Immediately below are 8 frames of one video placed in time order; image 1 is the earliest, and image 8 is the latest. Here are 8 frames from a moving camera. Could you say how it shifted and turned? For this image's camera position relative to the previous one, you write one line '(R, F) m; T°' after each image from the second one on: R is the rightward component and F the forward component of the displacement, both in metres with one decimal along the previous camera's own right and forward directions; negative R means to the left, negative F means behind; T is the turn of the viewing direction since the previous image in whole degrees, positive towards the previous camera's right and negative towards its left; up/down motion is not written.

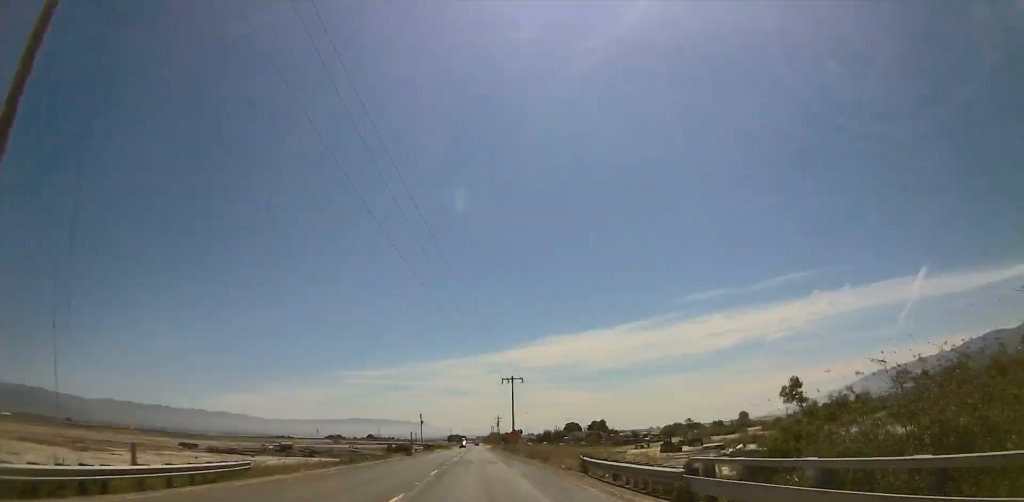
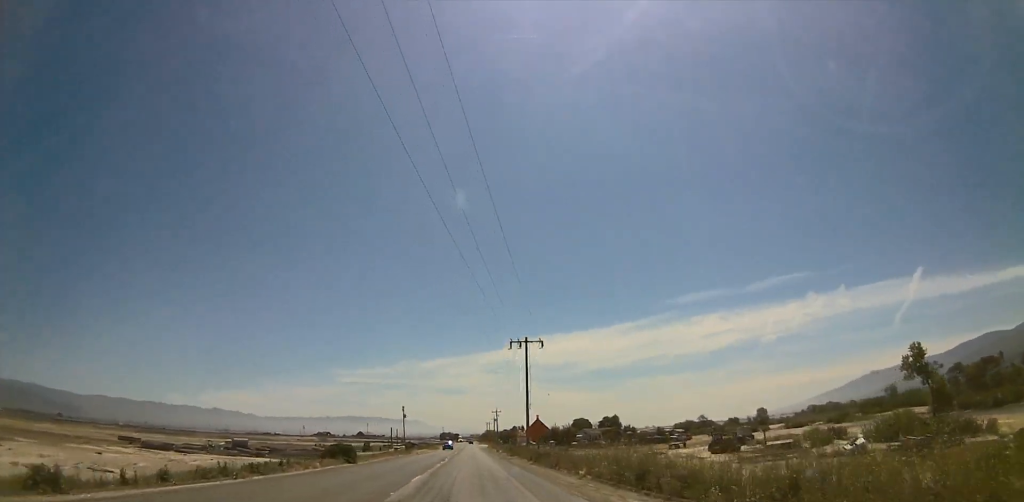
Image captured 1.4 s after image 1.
(-0.3, +42.7) m; -1°
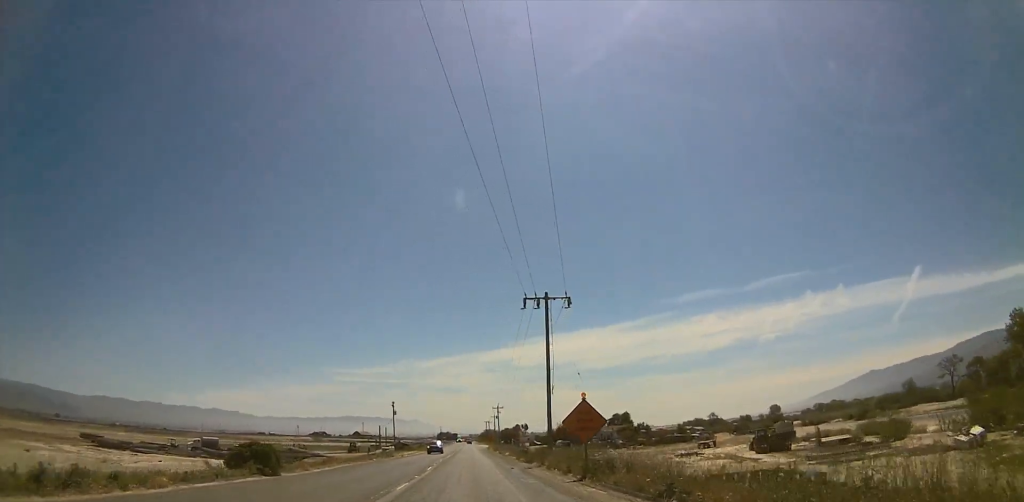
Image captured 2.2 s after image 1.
(-0.1, +23.0) m; 0°
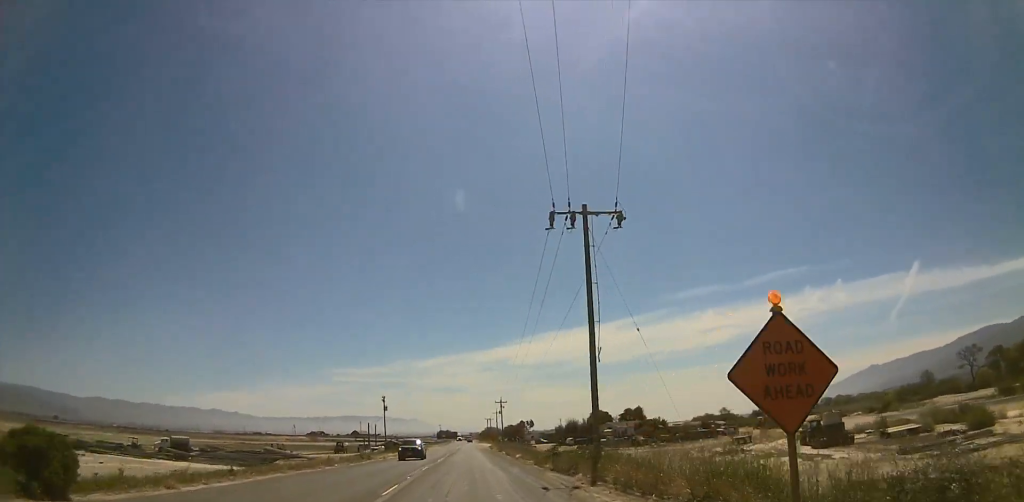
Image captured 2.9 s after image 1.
(0.0, +18.8) m; 0°
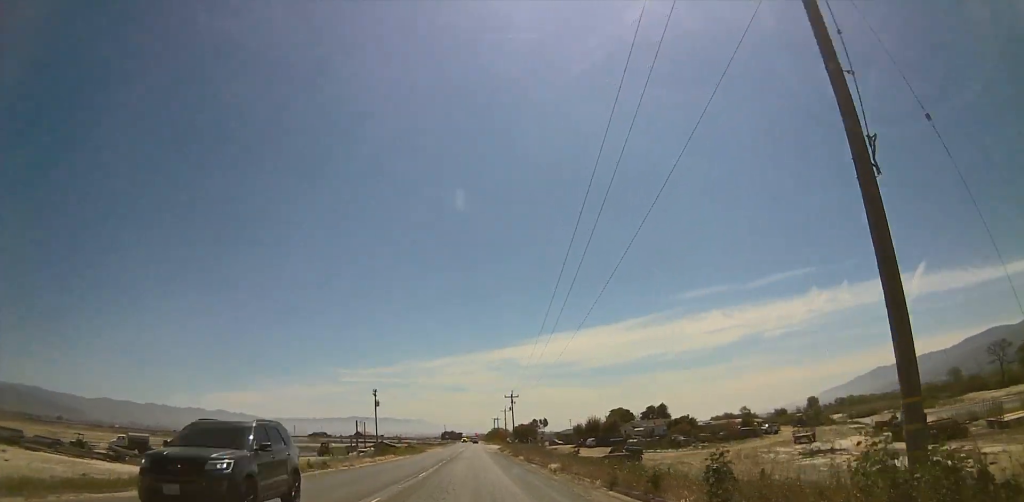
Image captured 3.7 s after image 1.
(0.0, +20.3) m; 0°
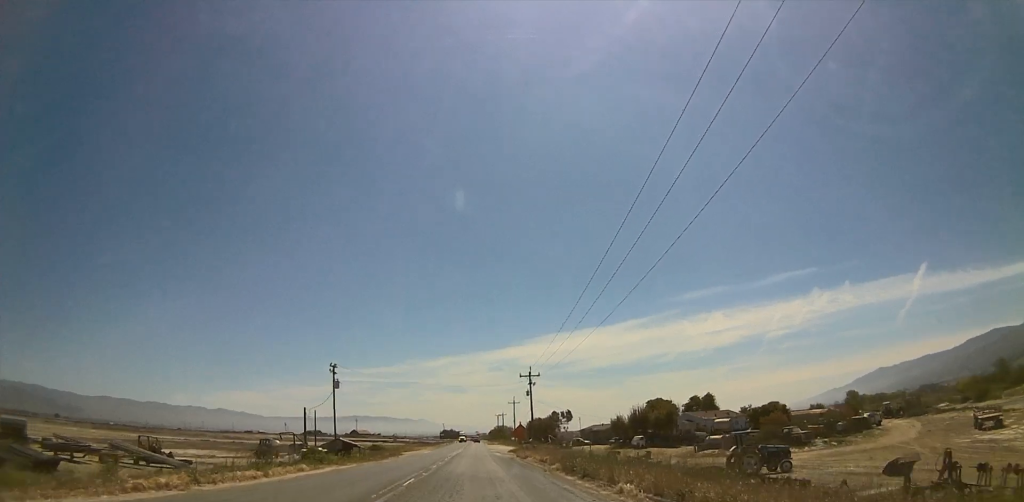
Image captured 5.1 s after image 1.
(+0.4, +32.0) m; +2°
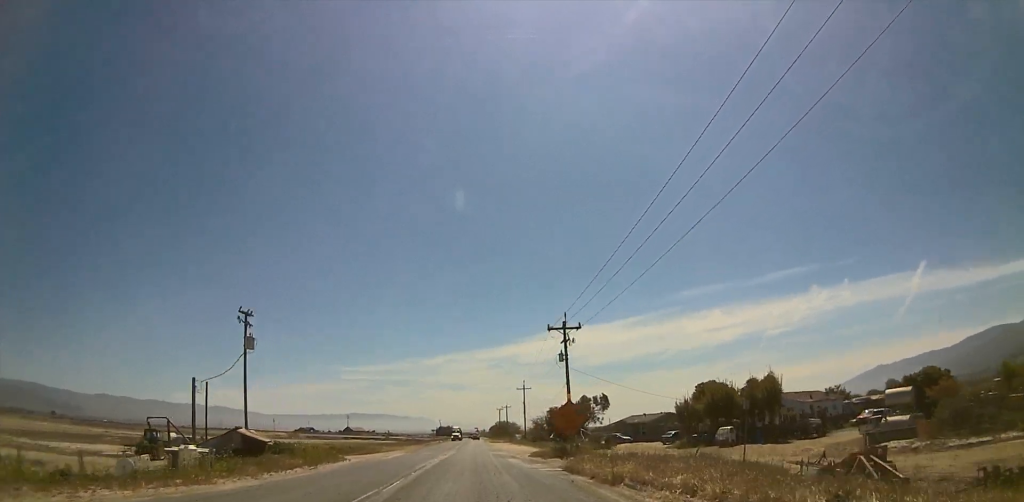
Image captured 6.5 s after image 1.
(+0.6, +24.0) m; -1°
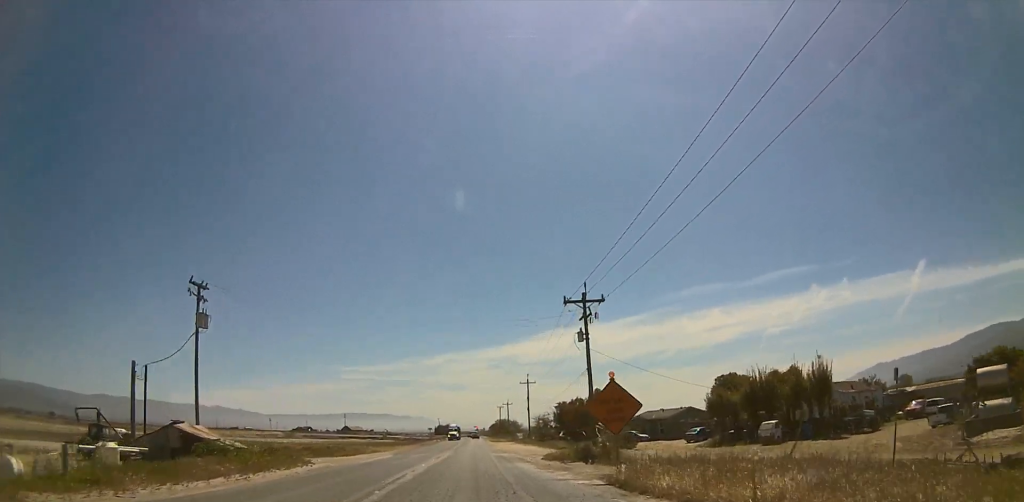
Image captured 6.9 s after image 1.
(+0.1, +7.0) m; -1°
